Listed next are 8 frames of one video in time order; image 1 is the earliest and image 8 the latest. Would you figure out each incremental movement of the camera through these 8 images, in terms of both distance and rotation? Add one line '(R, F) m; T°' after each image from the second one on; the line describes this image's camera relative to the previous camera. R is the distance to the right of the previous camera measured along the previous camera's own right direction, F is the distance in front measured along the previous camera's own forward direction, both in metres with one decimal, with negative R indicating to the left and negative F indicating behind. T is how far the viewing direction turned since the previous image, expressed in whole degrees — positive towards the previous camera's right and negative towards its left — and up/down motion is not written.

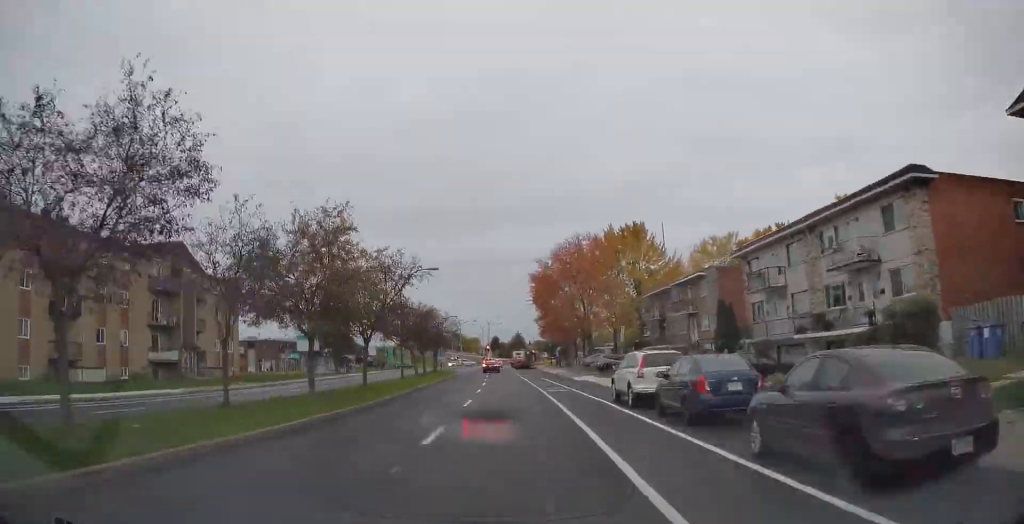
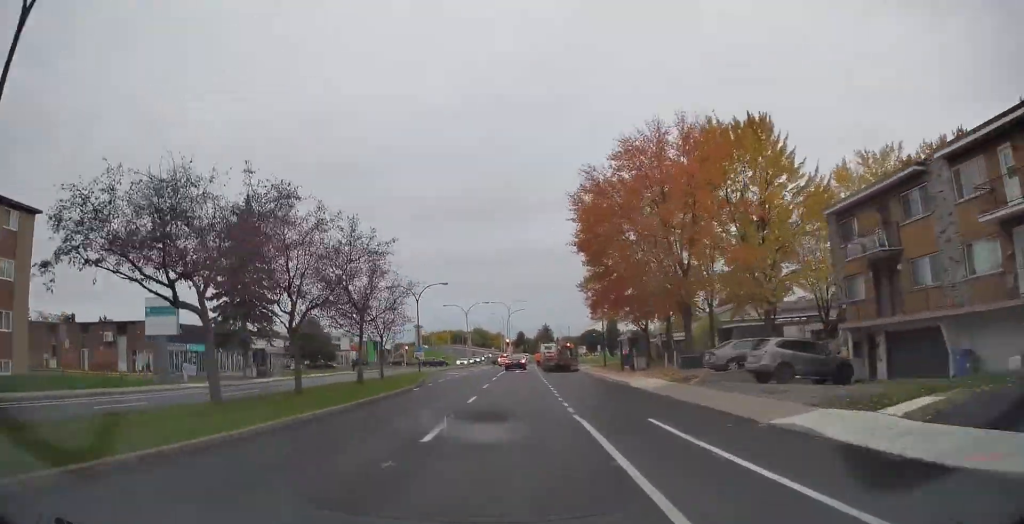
(-0.8, +29.7) m; -2°
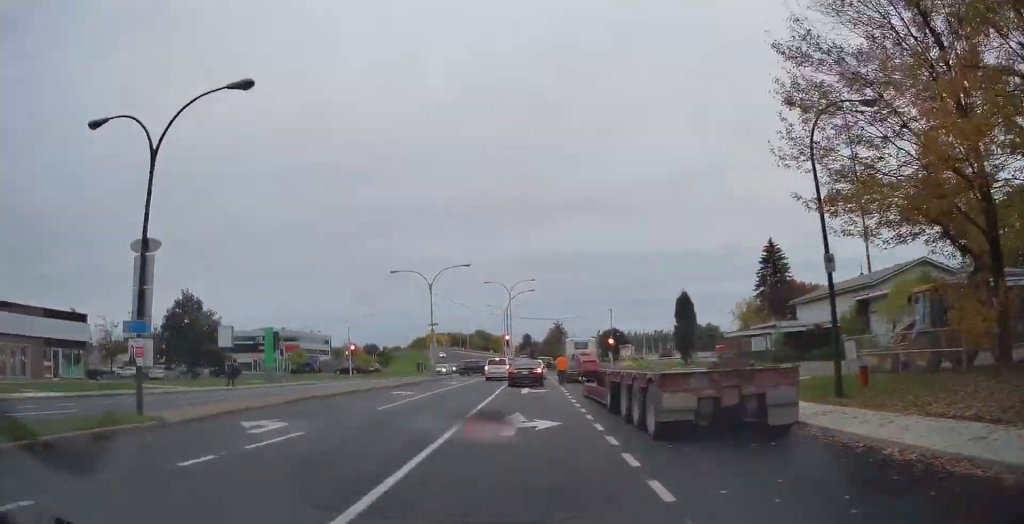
(-0.5, +32.7) m; -2°
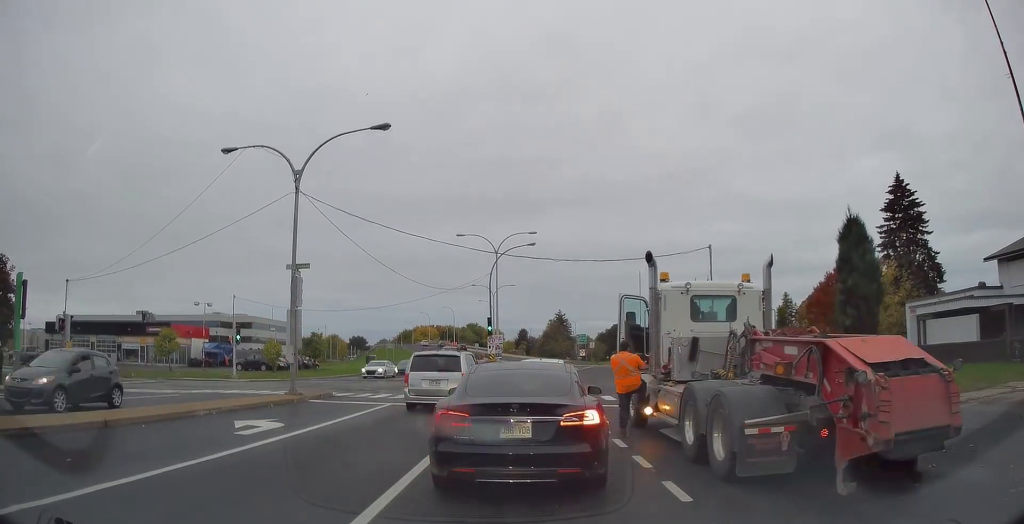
(-0.3, +37.8) m; +2°
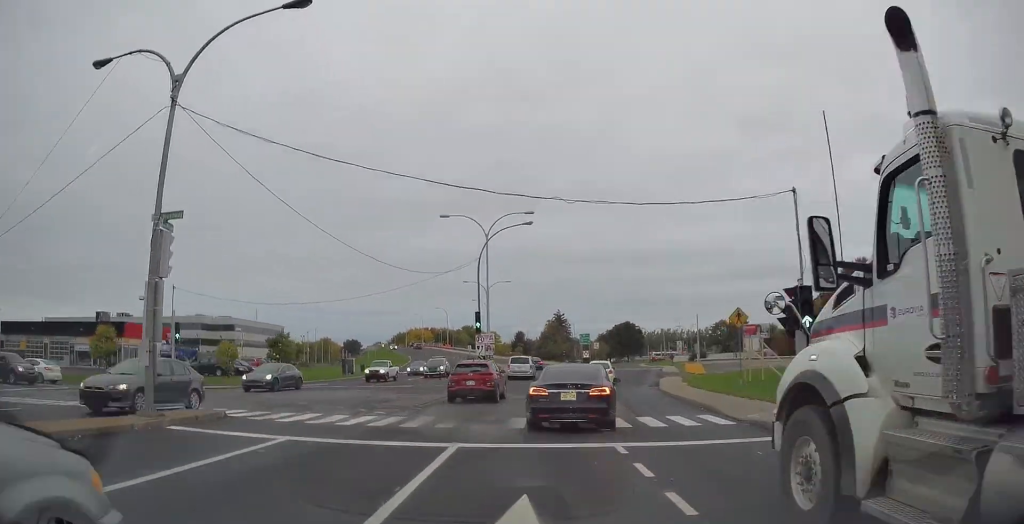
(+1.2, +24.5) m; +4°
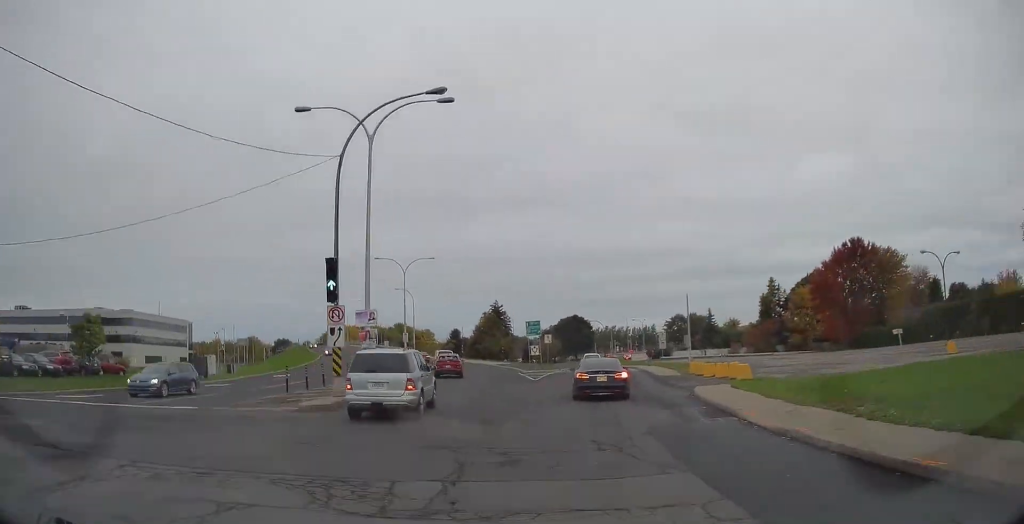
(+0.4, +21.3) m; +3°
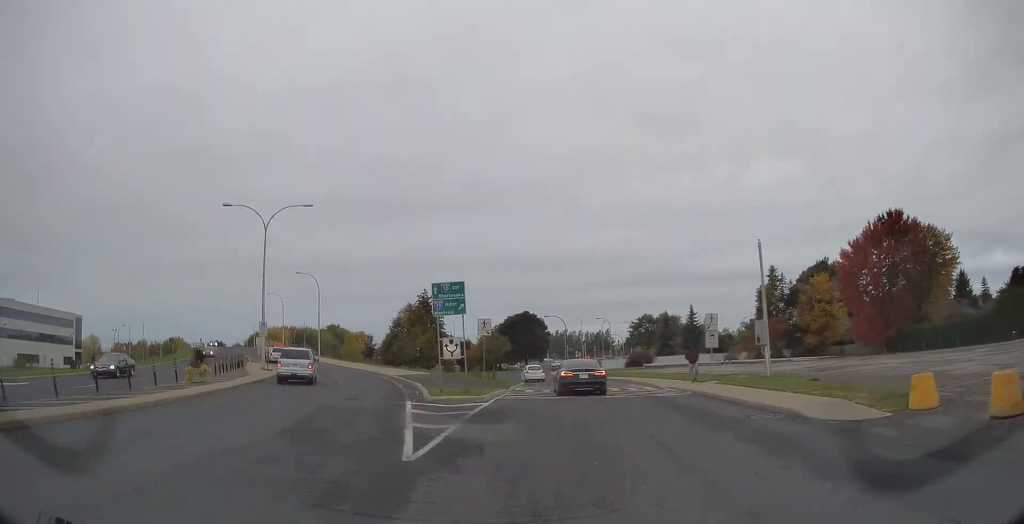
(+0.3, +21.5) m; +1°
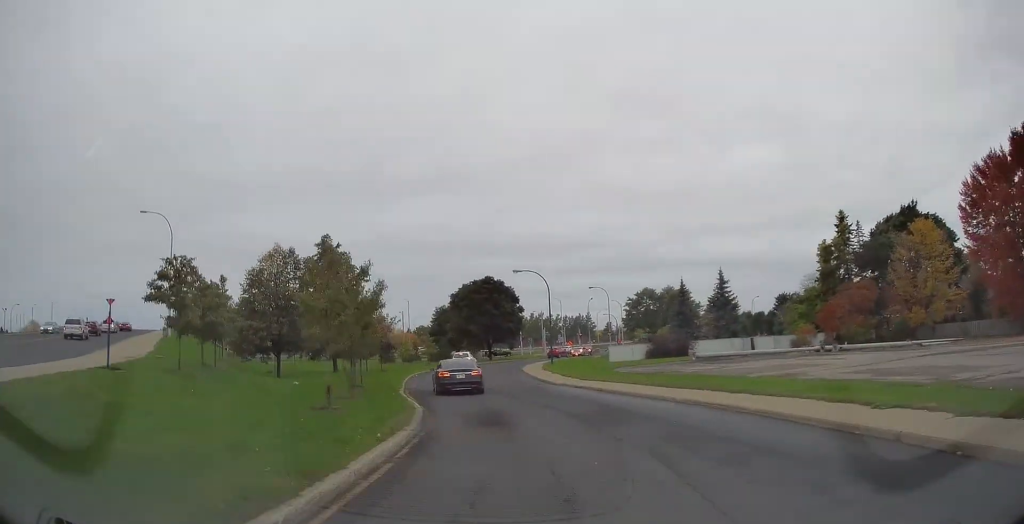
(+1.1, +27.8) m; -1°
